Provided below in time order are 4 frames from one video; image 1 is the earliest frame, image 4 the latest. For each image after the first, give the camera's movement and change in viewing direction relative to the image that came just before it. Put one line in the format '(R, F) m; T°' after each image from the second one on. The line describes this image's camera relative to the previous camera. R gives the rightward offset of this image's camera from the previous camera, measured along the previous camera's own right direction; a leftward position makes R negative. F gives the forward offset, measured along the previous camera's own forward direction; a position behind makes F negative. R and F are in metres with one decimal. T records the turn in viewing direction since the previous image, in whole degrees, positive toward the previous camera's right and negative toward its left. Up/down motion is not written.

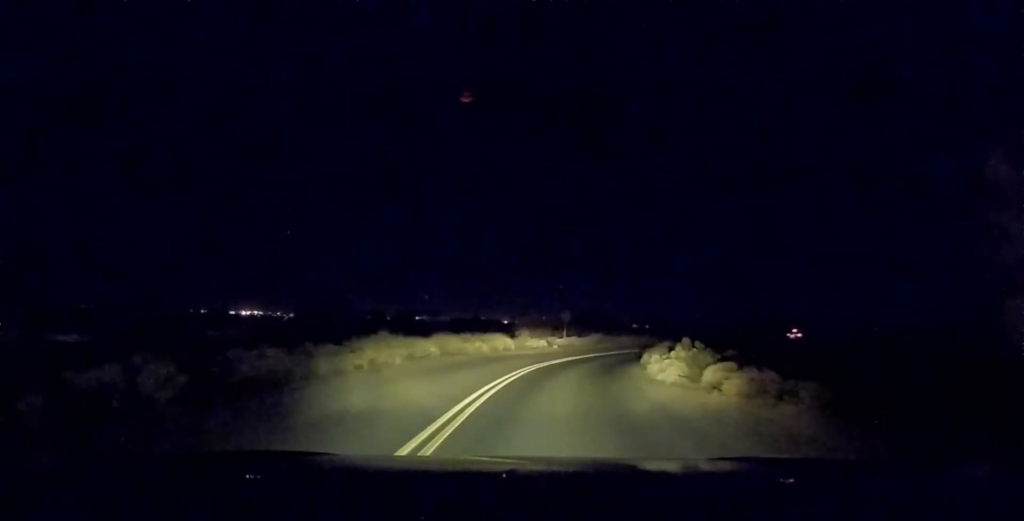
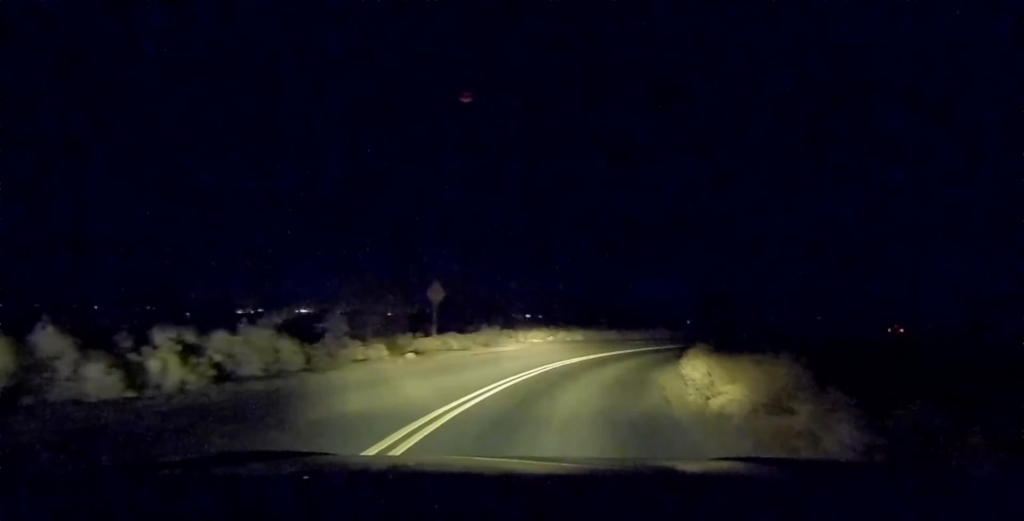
(+0.8, +16.2) m; +4°
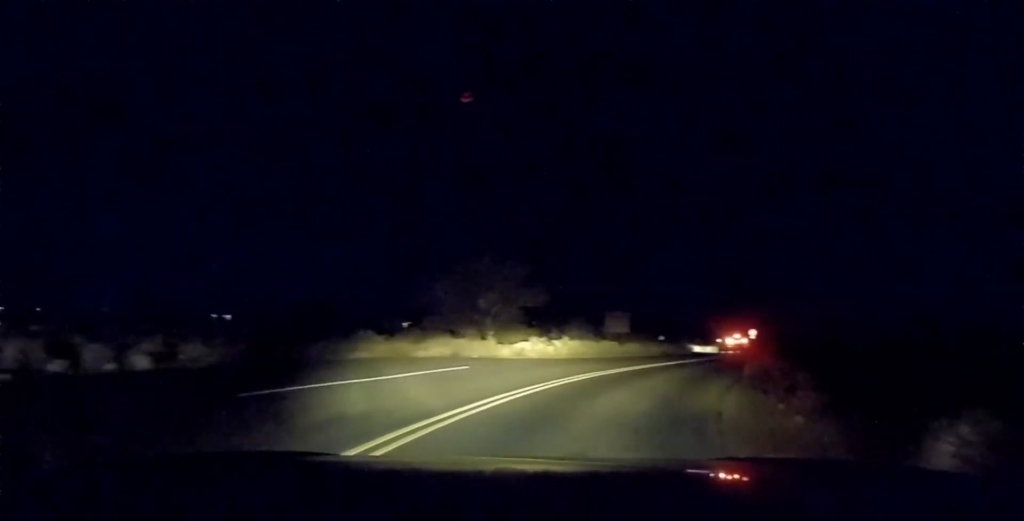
(+3.1, +20.5) m; +21°
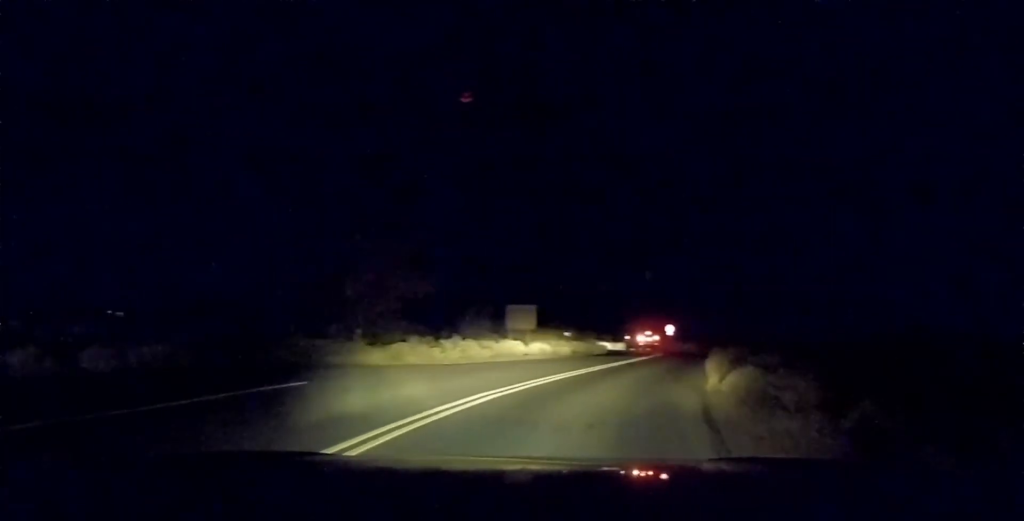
(+0.4, +4.8) m; +10°
